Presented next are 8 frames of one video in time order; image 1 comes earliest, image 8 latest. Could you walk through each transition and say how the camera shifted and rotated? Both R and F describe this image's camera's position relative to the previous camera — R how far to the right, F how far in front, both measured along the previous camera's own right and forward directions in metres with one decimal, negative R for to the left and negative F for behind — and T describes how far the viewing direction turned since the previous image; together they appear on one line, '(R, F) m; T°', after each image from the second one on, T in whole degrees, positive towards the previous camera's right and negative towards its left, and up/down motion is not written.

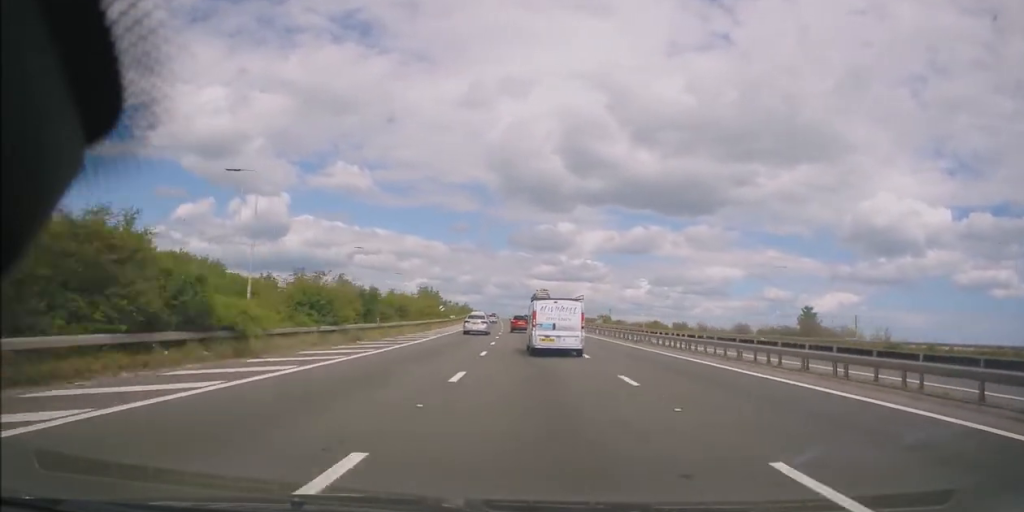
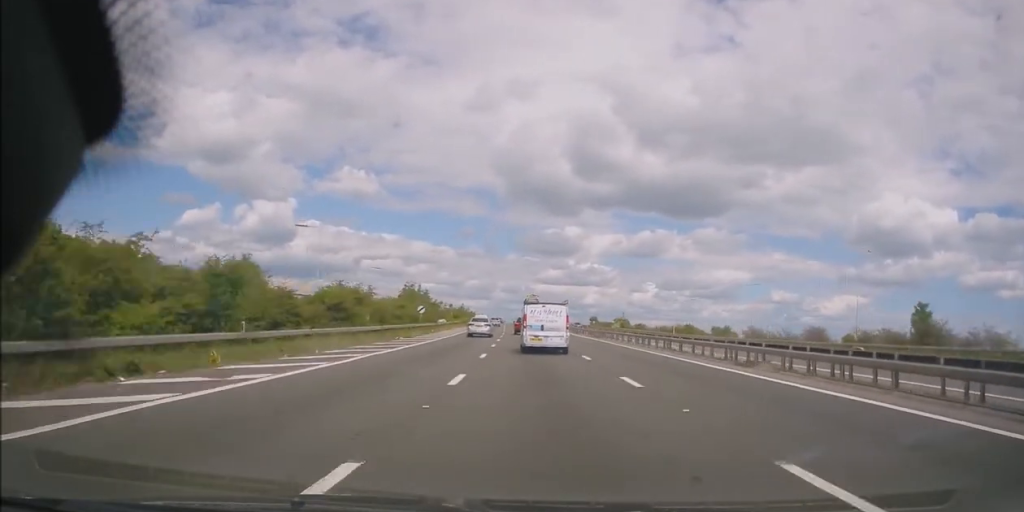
(-0.1, +17.8) m; 0°
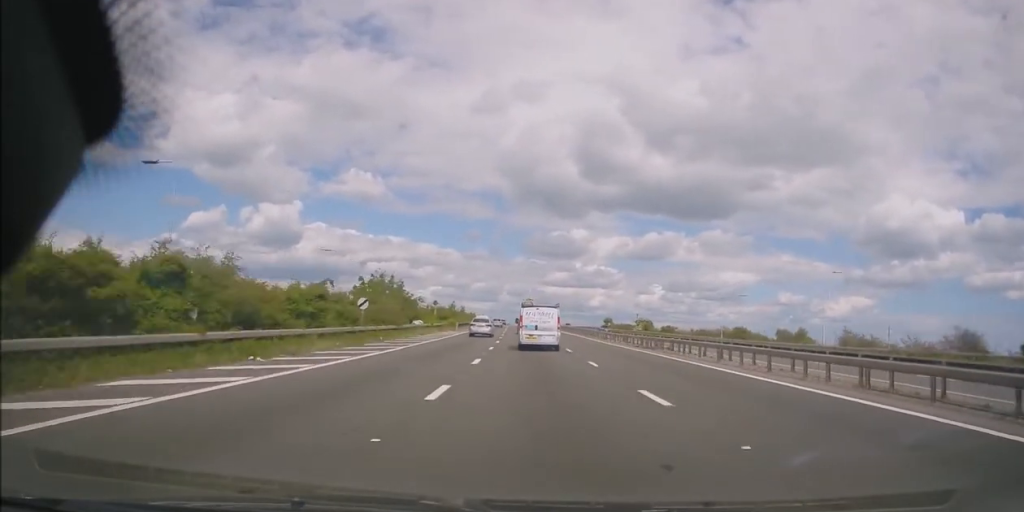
(+0.3, +20.7) m; 0°
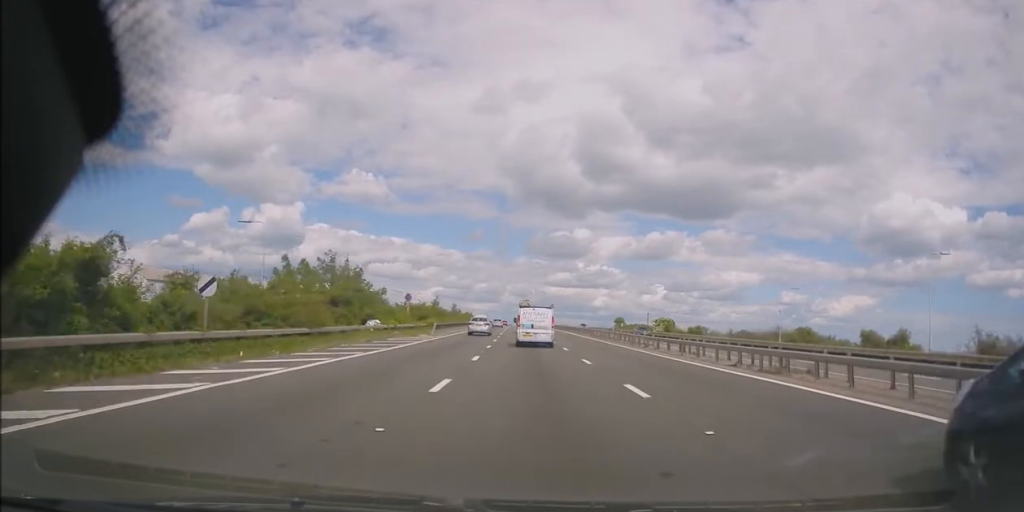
(-0.3, +17.0) m; -1°
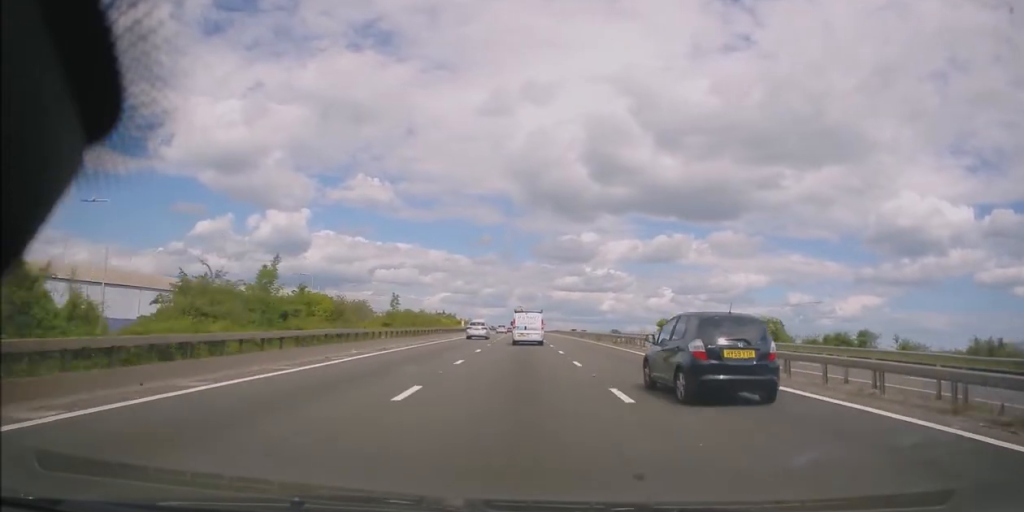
(-0.3, +44.5) m; 0°
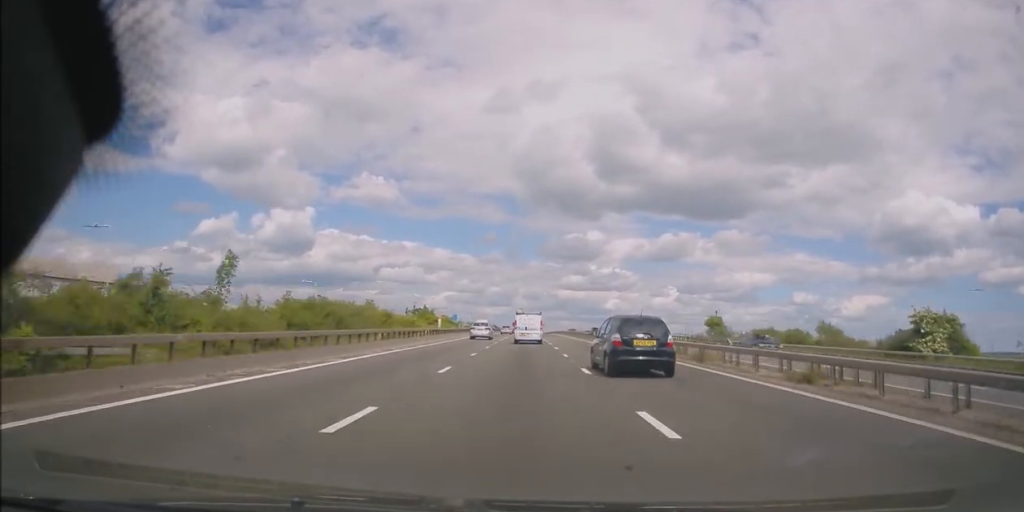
(0.0, +28.6) m; 0°
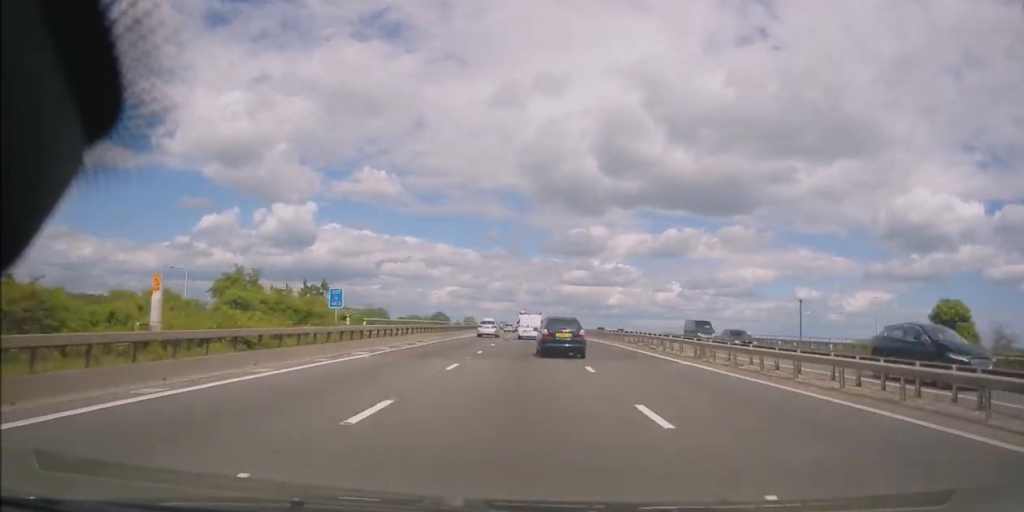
(-0.8, +50.9) m; -1°
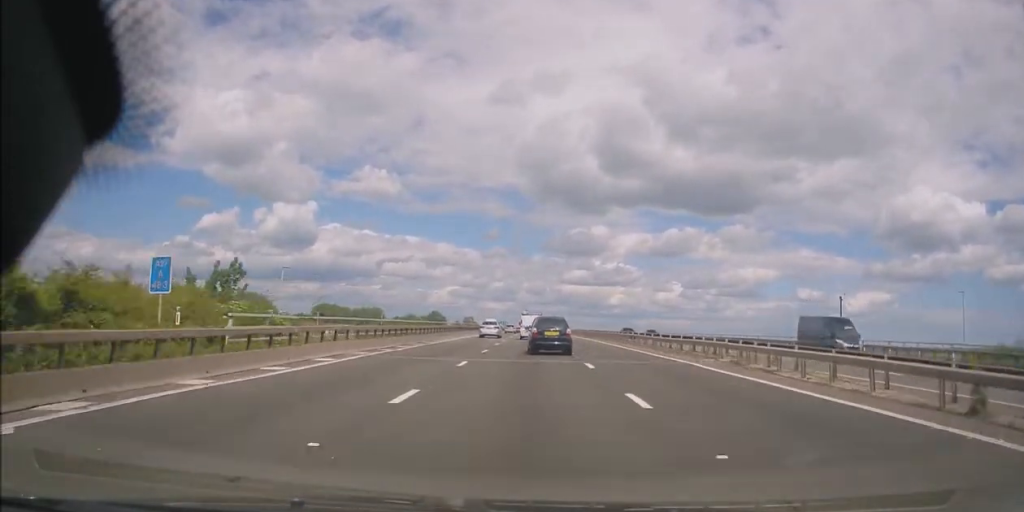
(+0.3, +15.4) m; 0°
